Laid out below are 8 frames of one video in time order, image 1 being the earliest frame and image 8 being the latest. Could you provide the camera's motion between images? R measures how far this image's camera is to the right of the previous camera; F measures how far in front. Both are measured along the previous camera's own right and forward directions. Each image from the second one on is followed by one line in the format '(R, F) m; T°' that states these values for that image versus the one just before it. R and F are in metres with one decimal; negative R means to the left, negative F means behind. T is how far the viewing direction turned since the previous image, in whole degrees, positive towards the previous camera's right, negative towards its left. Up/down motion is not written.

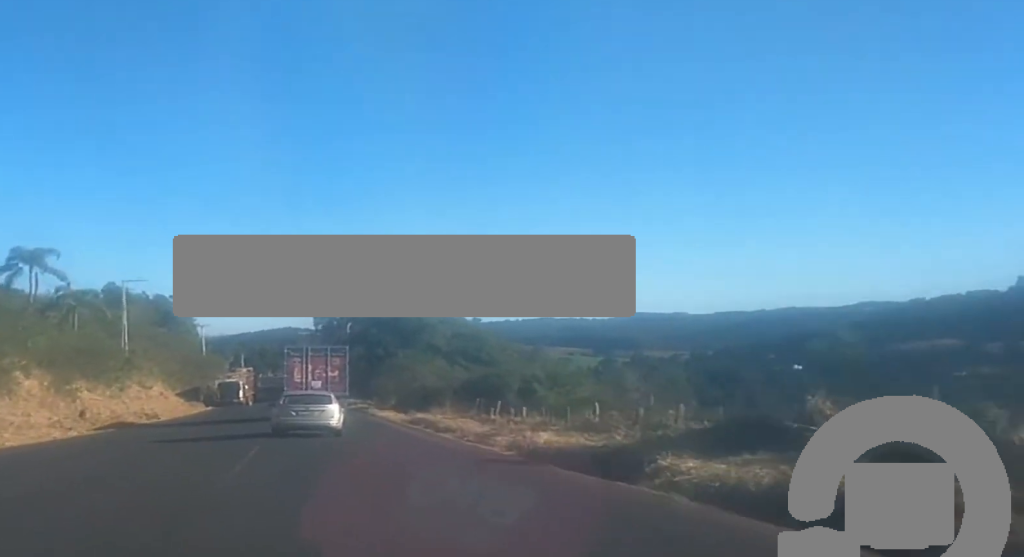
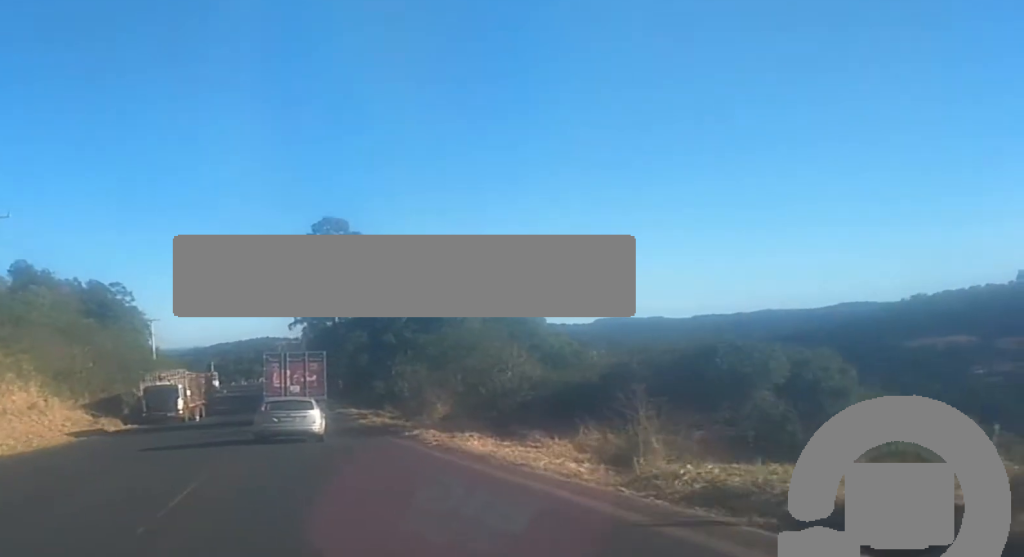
(+0.4, +37.1) m; +1°
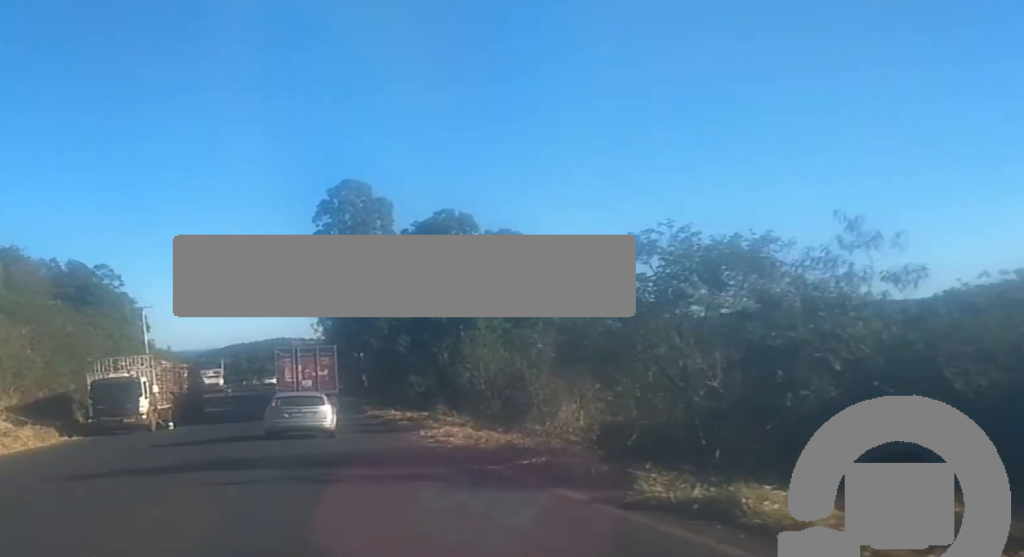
(-0.3, +20.9) m; -1°
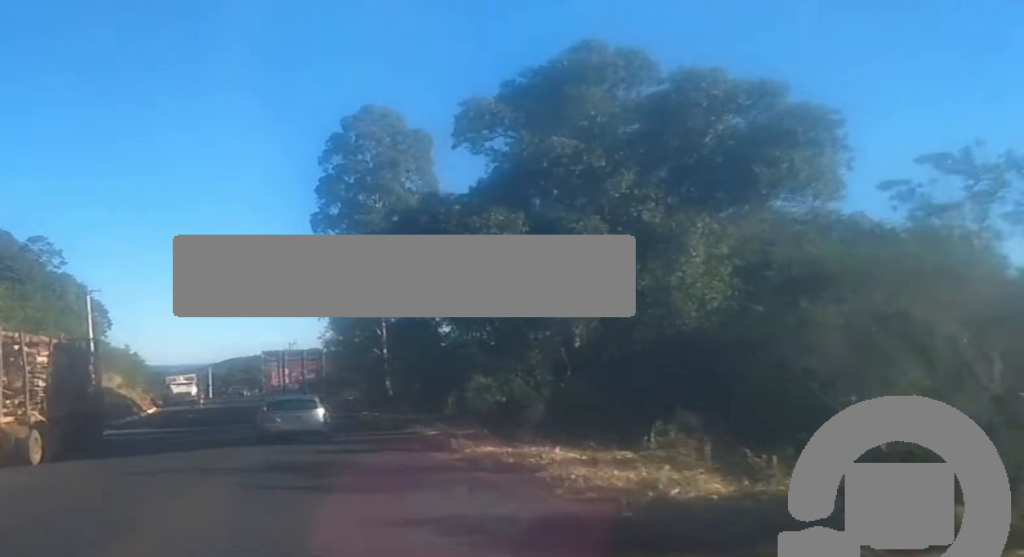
(0.0, +31.4) m; 0°
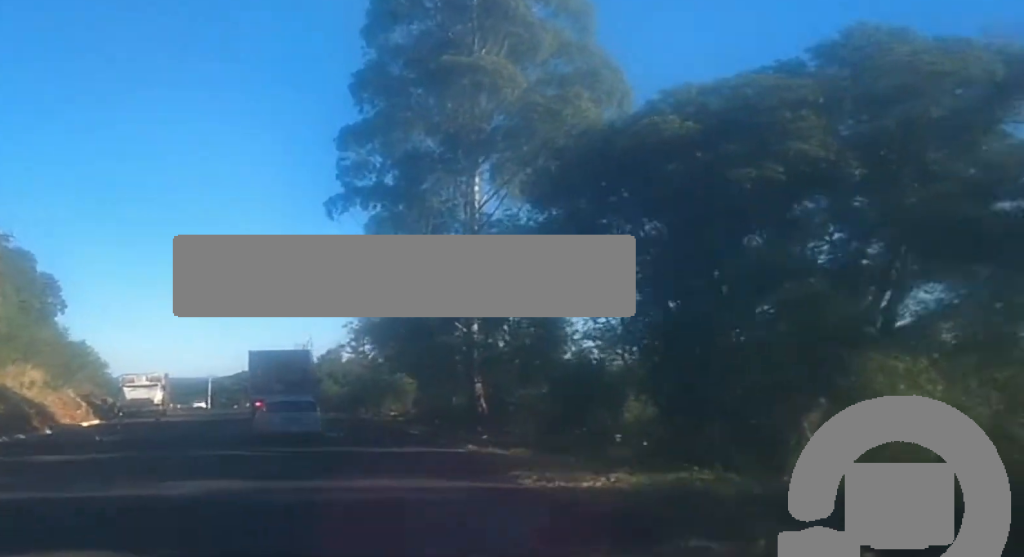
(+0.2, +33.3) m; 0°
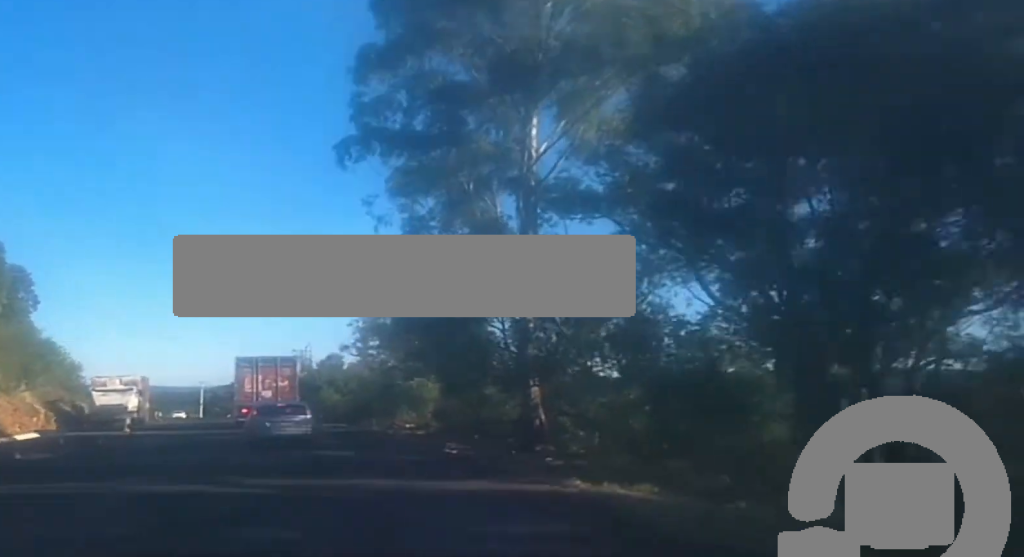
(0.0, +9.4) m; 0°
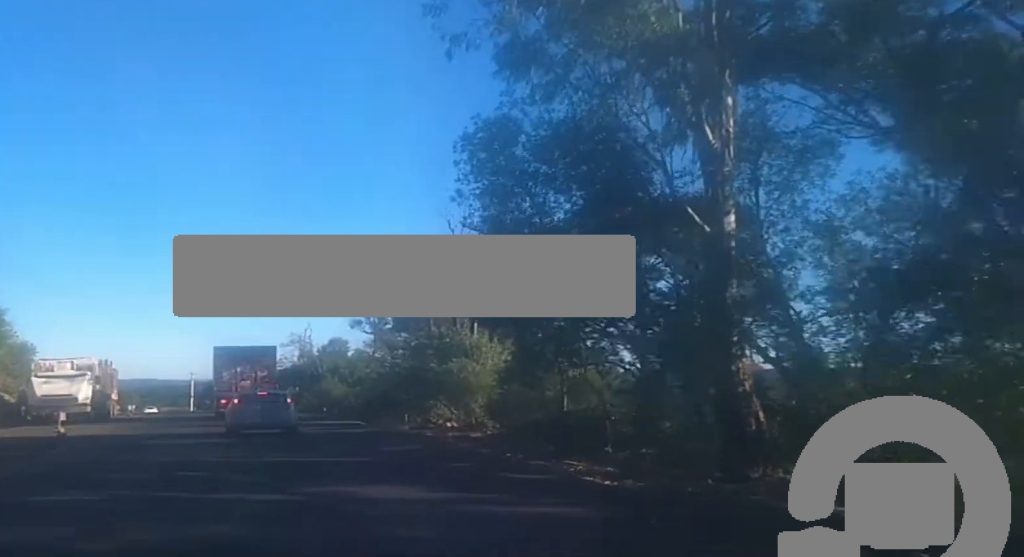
(0.0, +13.6) m; 0°
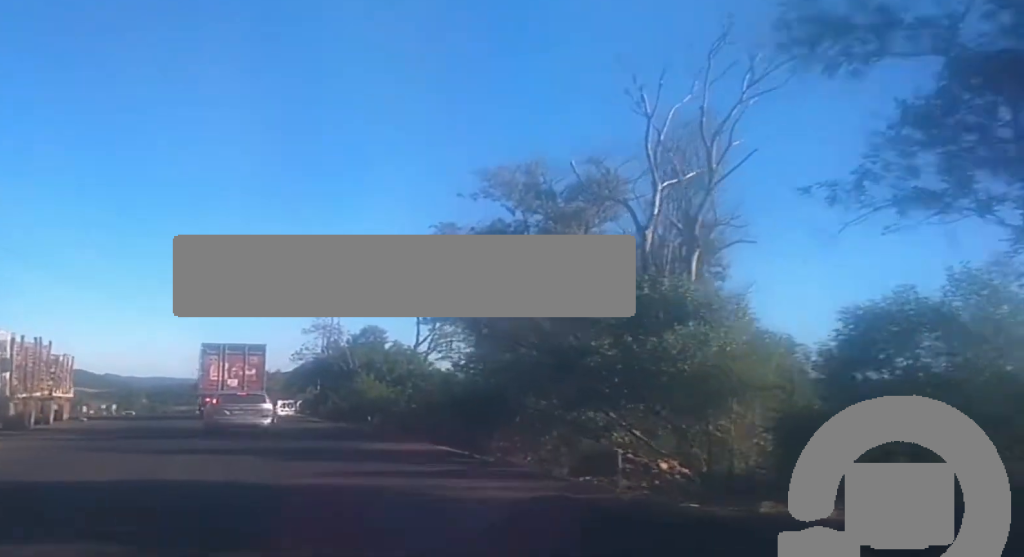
(0.0, +19.1) m; -1°
